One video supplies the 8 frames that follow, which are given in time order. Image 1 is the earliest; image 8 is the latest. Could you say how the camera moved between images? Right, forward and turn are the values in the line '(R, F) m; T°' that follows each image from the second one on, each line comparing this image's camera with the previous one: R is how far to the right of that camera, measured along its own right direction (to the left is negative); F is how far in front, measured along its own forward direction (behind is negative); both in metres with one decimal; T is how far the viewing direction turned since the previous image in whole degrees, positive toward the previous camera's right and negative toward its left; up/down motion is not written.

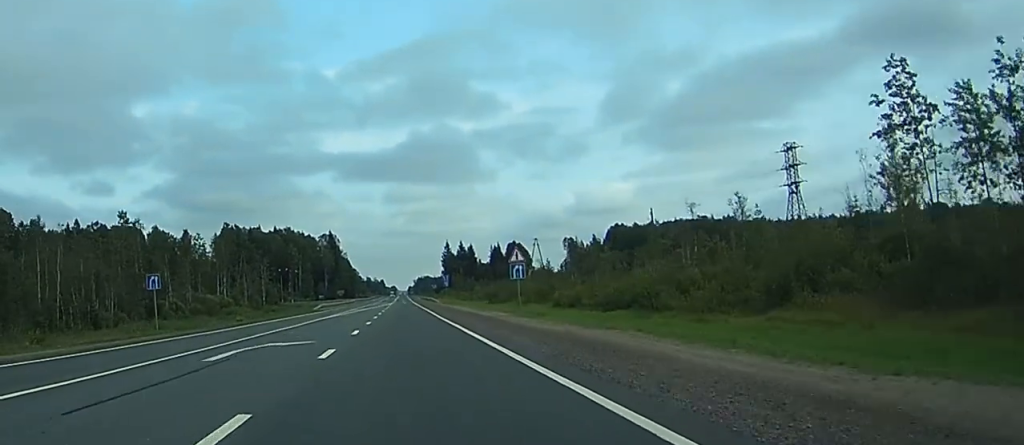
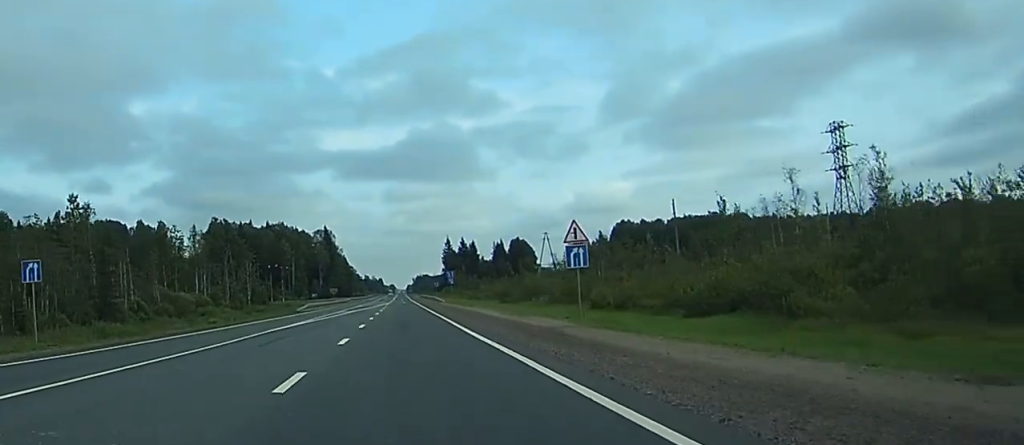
(+0.9, +19.3) m; +3°
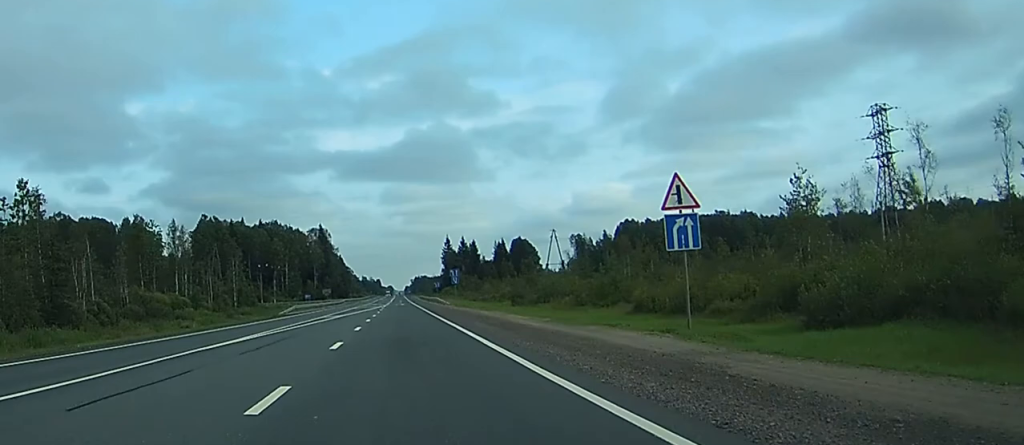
(0.0, +14.3) m; 0°
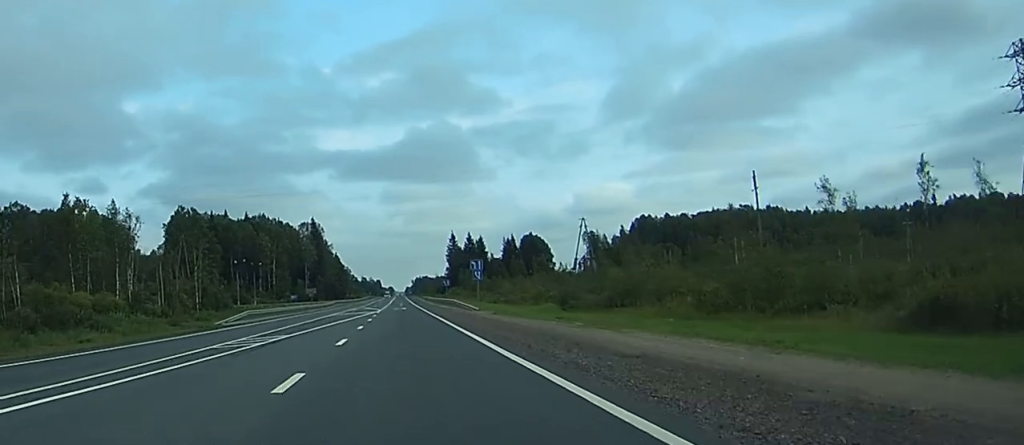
(+0.2, +33.8) m; 0°
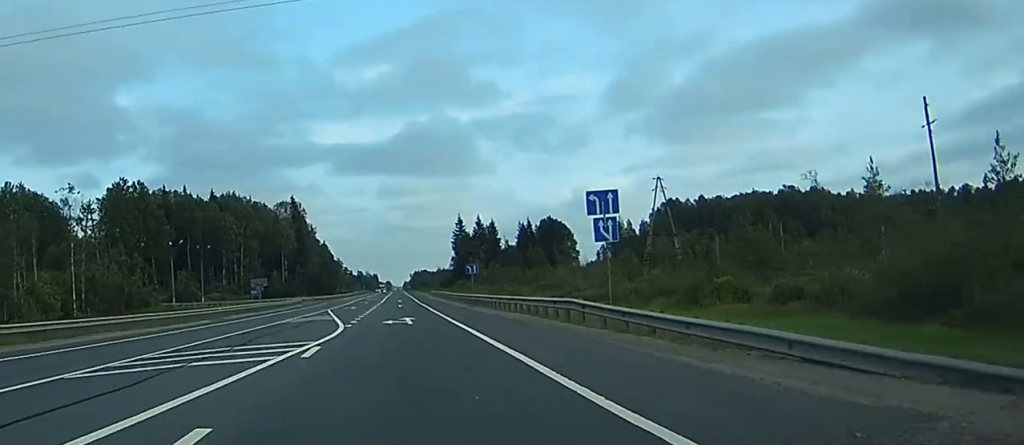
(-0.1, +53.7) m; 0°
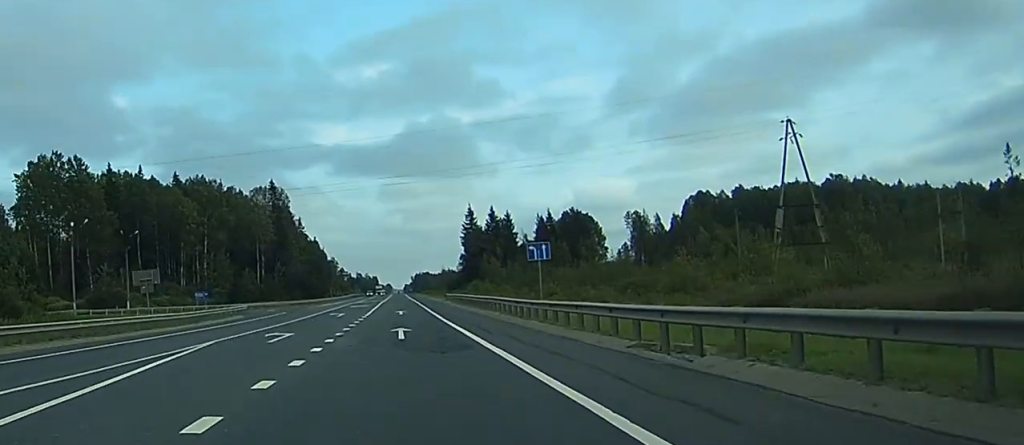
(+0.2, +43.6) m; +1°
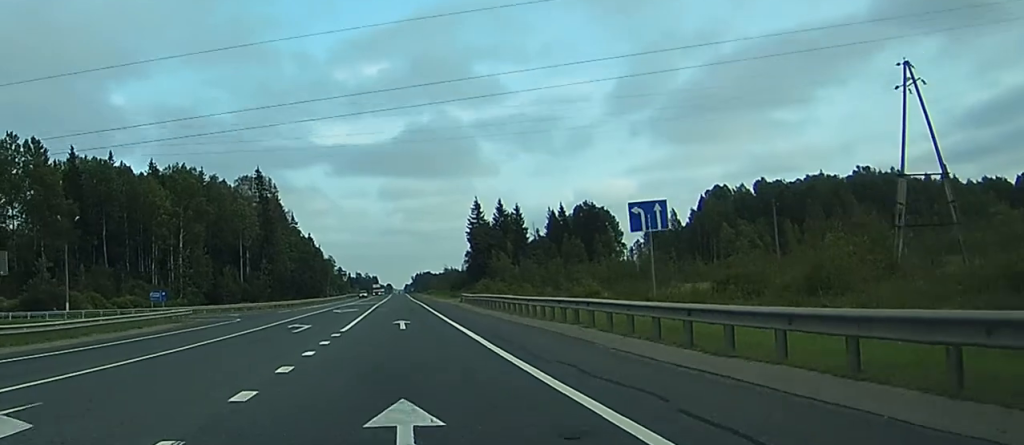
(0.0, +21.5) m; 0°
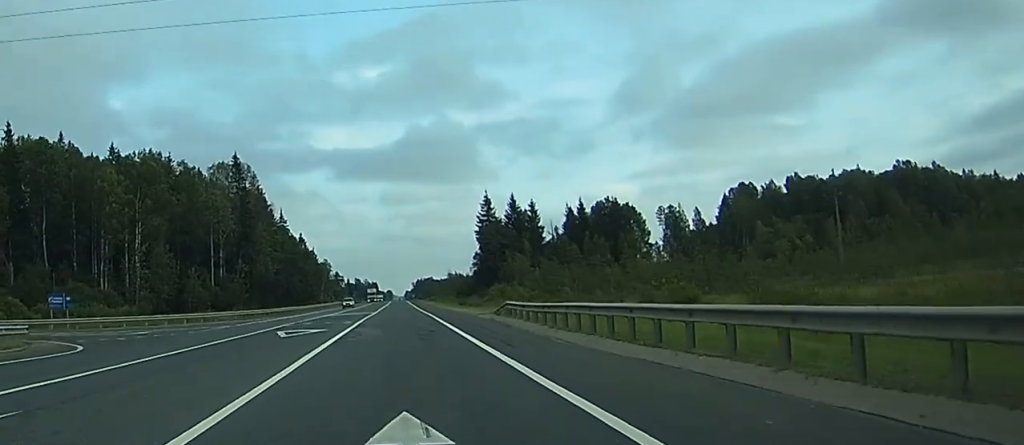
(+0.1, +28.1) m; 0°
